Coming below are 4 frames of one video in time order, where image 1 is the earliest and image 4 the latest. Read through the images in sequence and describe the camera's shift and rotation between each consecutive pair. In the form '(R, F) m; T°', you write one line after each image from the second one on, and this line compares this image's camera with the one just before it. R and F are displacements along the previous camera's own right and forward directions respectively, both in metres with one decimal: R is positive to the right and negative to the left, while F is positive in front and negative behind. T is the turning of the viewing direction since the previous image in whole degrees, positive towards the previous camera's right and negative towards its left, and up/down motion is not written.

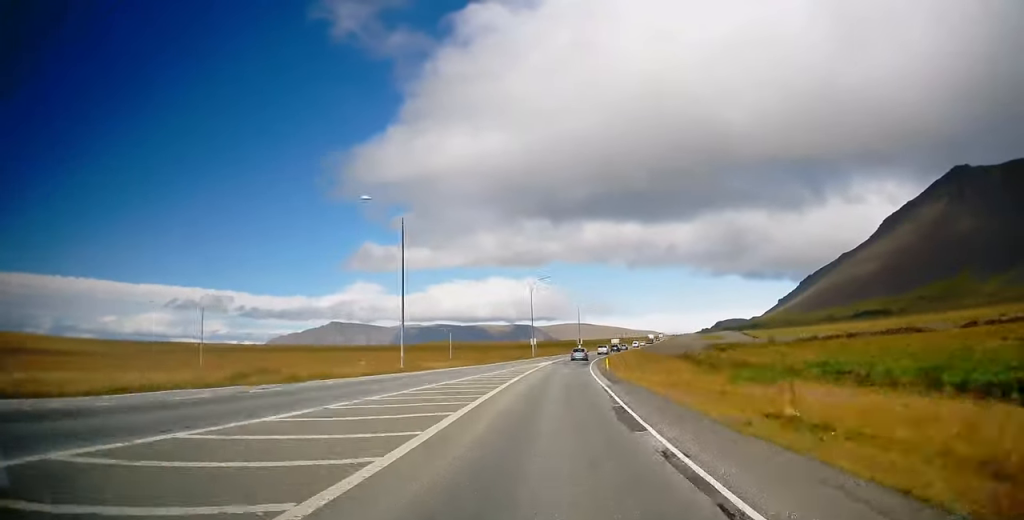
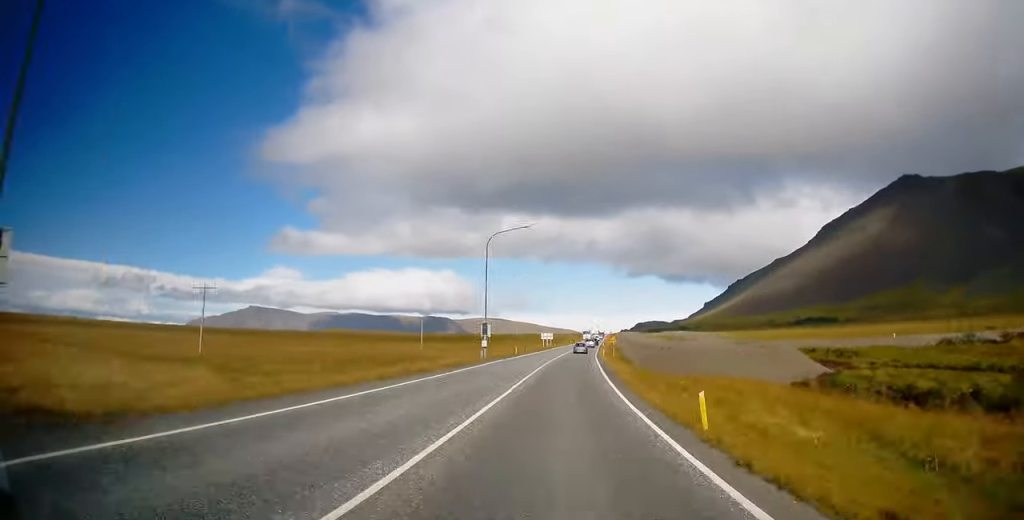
(+4.8, +84.5) m; +6°
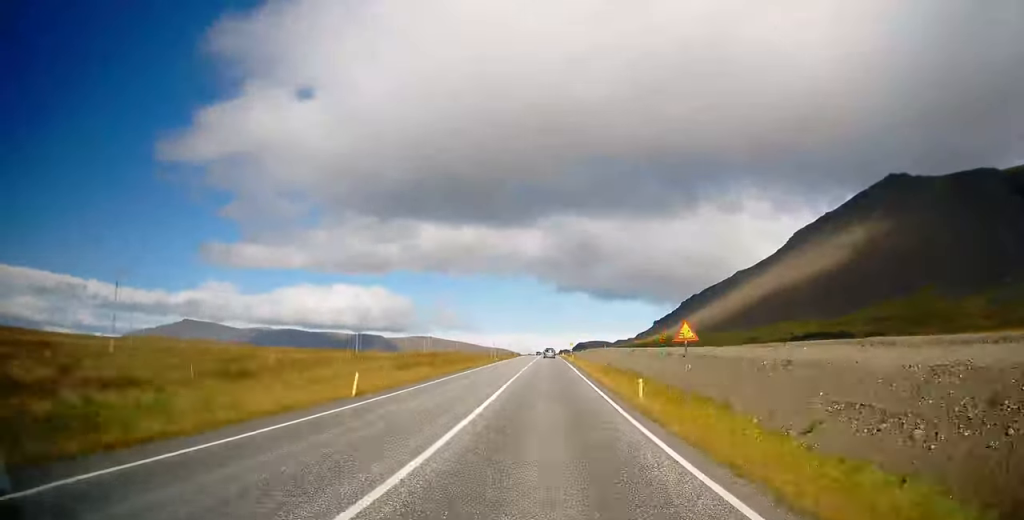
(+15.5, +246.5) m; +5°
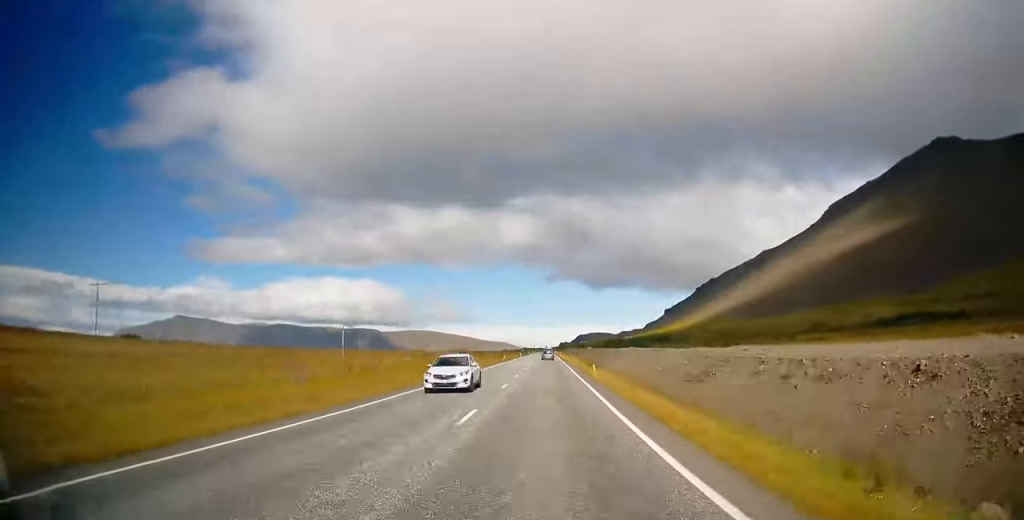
(-1.3, +242.6) m; 0°
